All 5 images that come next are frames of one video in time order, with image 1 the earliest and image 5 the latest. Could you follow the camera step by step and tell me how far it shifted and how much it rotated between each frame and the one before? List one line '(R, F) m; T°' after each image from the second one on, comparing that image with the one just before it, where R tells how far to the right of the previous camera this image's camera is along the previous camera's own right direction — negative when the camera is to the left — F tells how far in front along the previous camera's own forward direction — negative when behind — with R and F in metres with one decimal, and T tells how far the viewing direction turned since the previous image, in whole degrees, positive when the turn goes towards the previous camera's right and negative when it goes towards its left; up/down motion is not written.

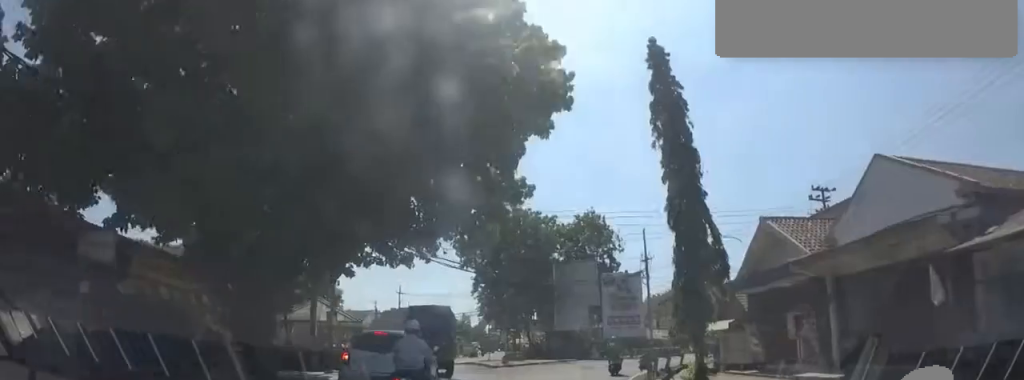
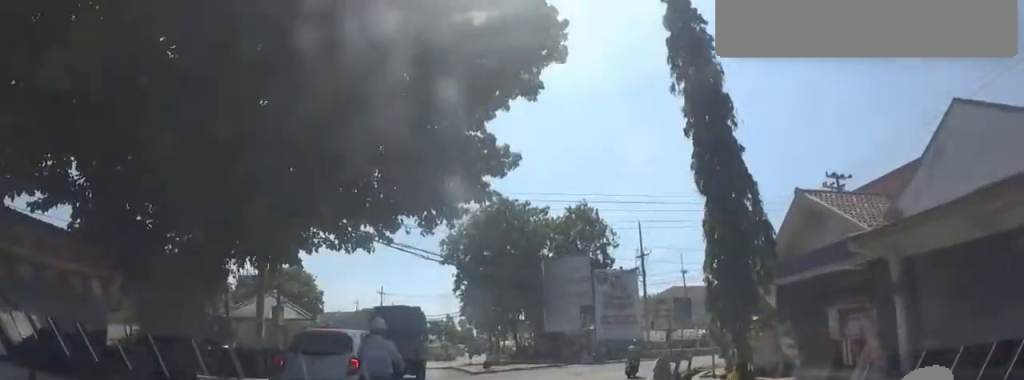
(0.0, +3.3) m; +4°
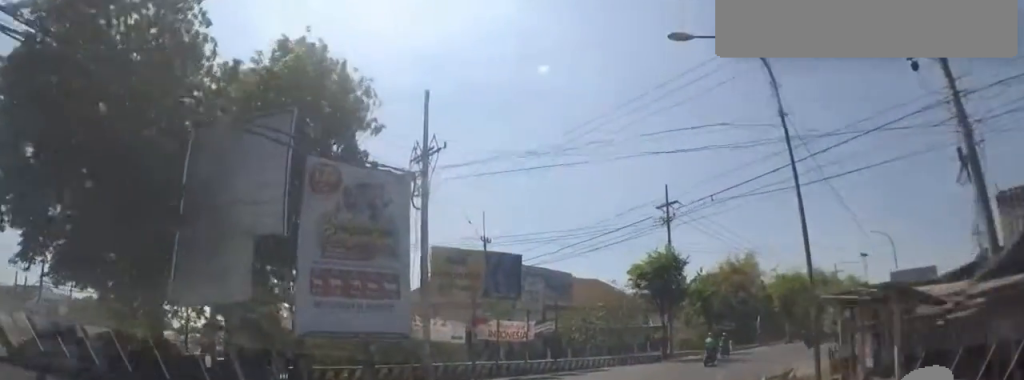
(+8.1, +22.2) m; +30°
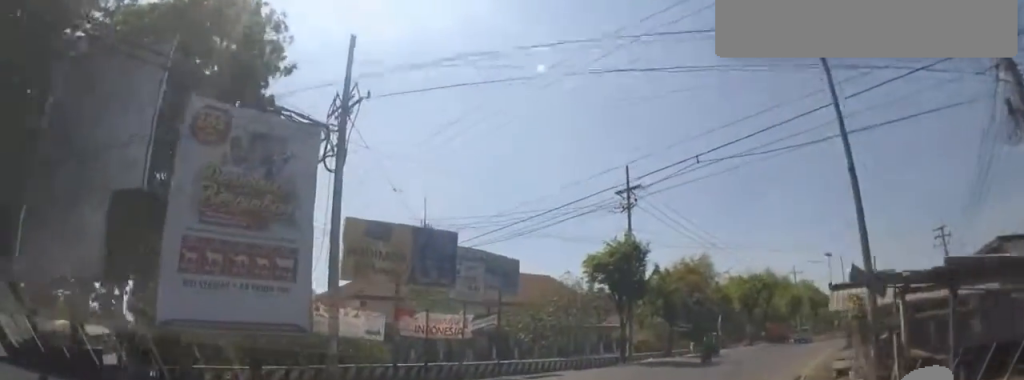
(0.0, +3.9) m; +8°
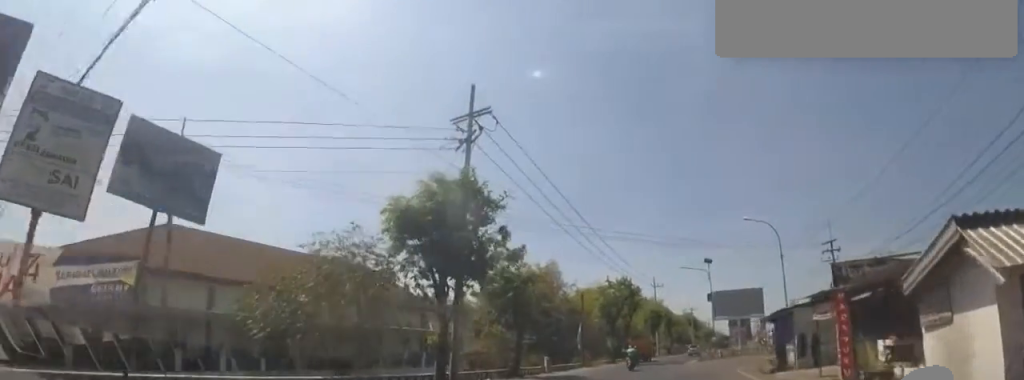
(+3.1, +11.4) m; +28°
